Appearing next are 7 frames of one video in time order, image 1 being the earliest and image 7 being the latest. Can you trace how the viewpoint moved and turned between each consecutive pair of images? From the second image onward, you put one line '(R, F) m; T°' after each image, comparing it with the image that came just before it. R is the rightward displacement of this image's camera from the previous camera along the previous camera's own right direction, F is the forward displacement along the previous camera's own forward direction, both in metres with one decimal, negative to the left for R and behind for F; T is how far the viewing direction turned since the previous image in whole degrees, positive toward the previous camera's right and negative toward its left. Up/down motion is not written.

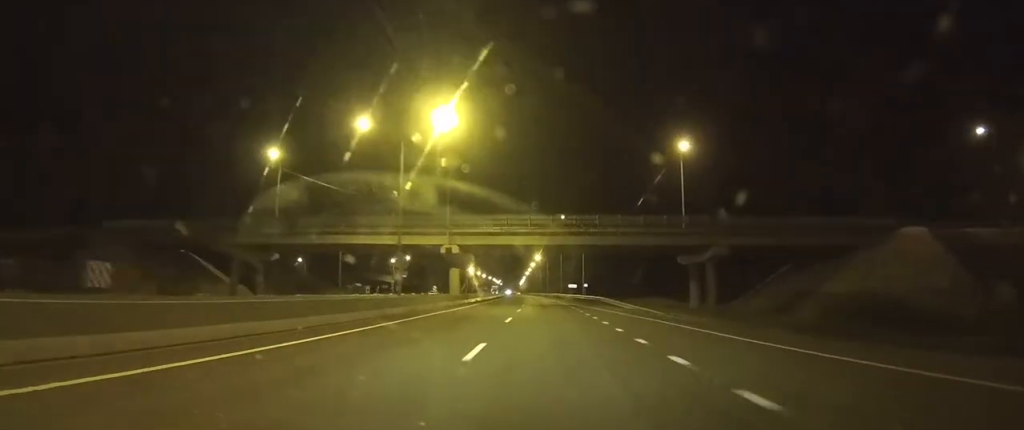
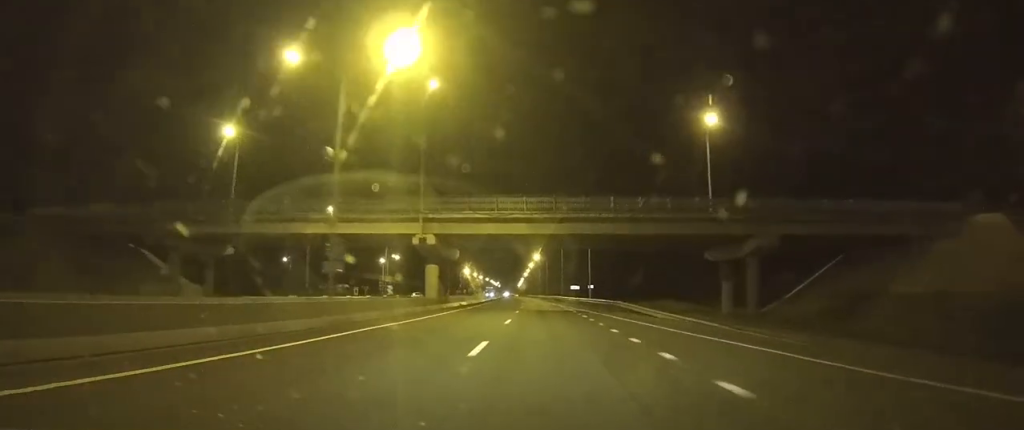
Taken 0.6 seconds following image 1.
(0.0, +13.4) m; 0°
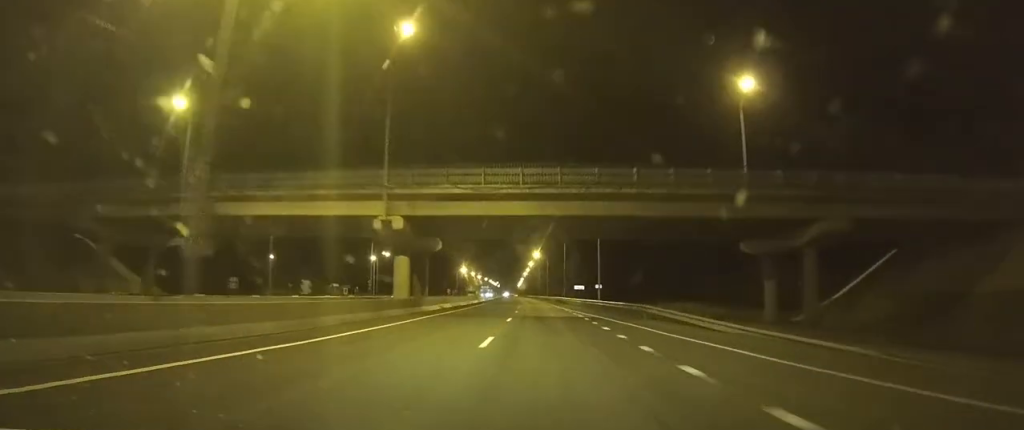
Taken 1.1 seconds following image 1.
(0.0, +11.7) m; 0°
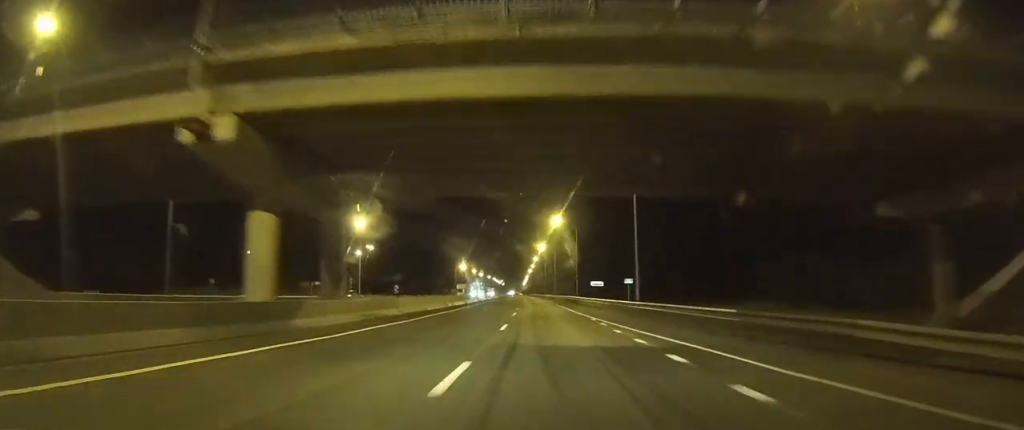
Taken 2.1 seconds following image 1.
(0.0, +21.3) m; 0°
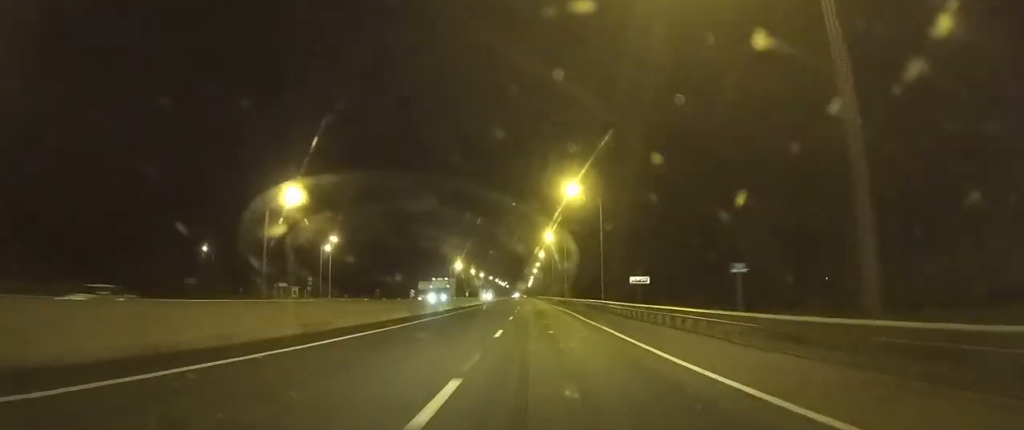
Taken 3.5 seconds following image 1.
(0.0, +27.3) m; -1°
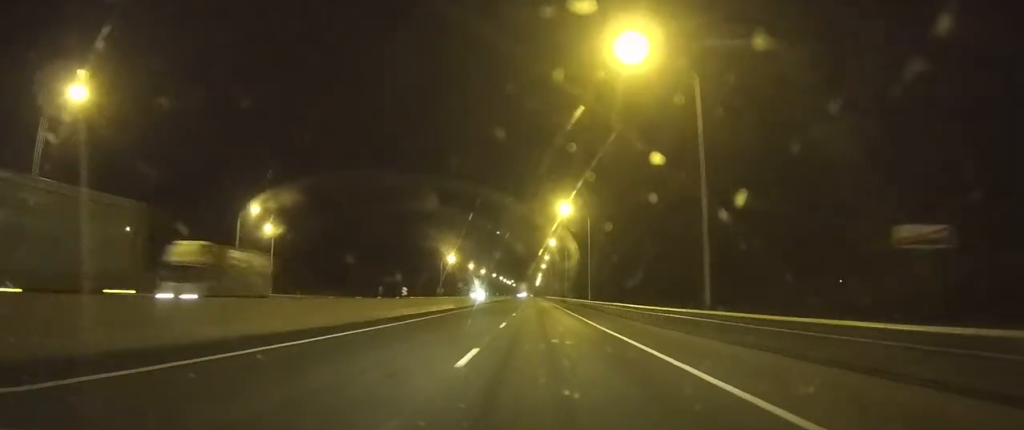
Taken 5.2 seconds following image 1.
(-0.6, +31.9) m; -1°
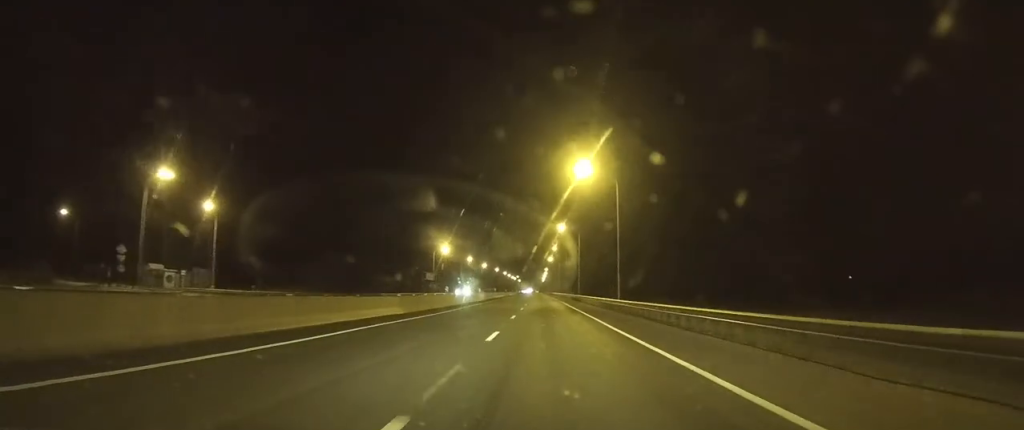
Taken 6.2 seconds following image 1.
(-0.1, +19.1) m; 0°
